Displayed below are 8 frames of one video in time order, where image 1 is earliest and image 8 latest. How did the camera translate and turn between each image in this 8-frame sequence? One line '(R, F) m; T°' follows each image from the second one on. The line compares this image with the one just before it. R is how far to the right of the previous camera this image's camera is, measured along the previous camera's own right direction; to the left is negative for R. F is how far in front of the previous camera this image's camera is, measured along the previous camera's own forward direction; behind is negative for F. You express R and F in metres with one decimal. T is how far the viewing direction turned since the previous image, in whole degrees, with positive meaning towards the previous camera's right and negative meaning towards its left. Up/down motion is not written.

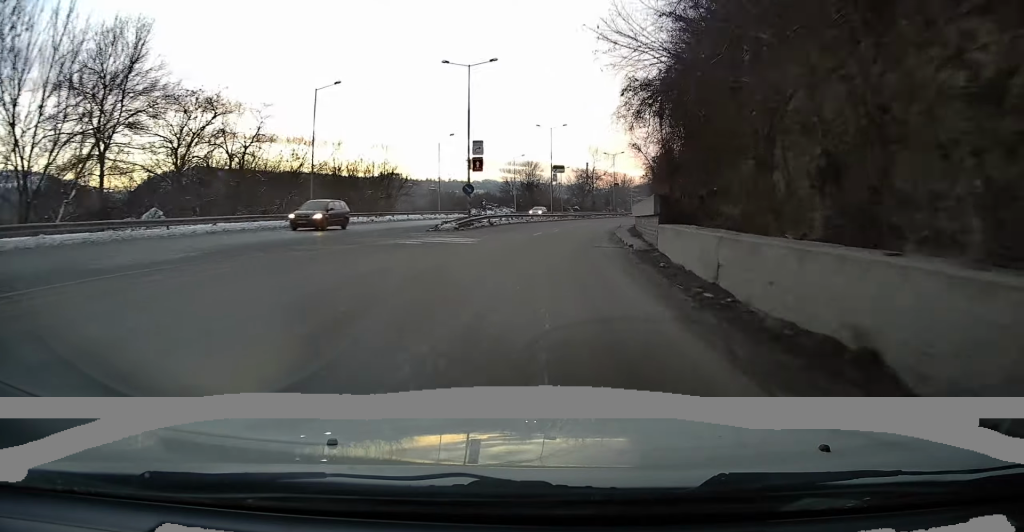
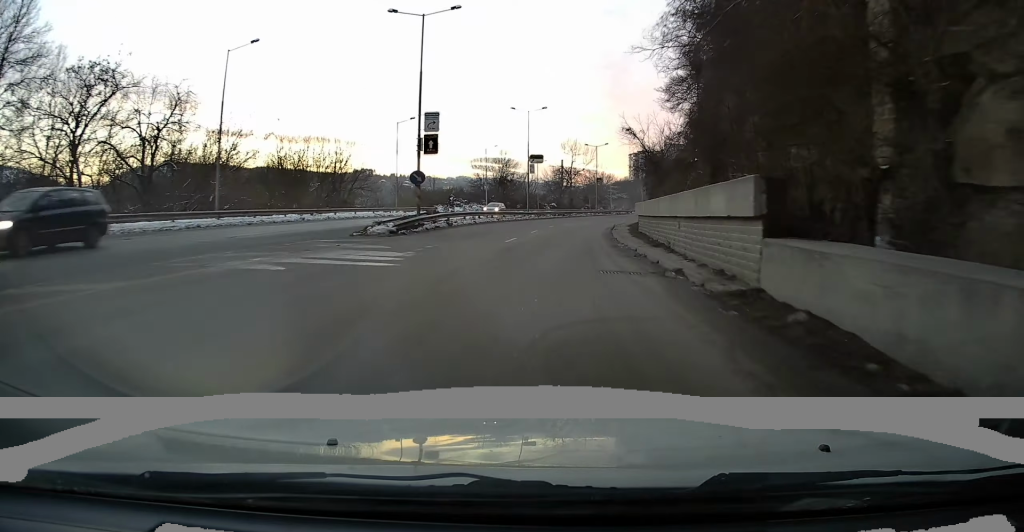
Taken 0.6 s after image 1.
(+0.2, +10.5) m; +2°
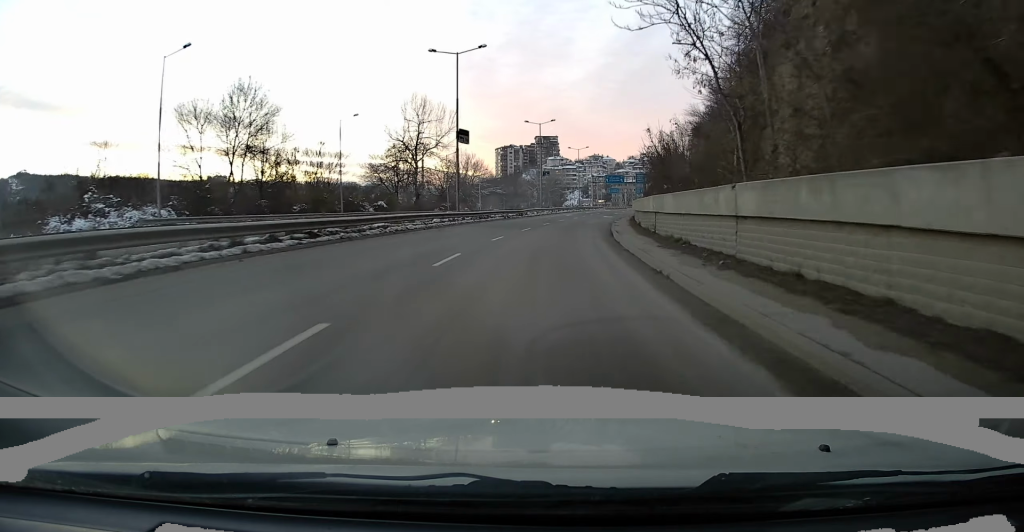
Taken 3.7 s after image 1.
(+6.9, +58.0) m; +13°
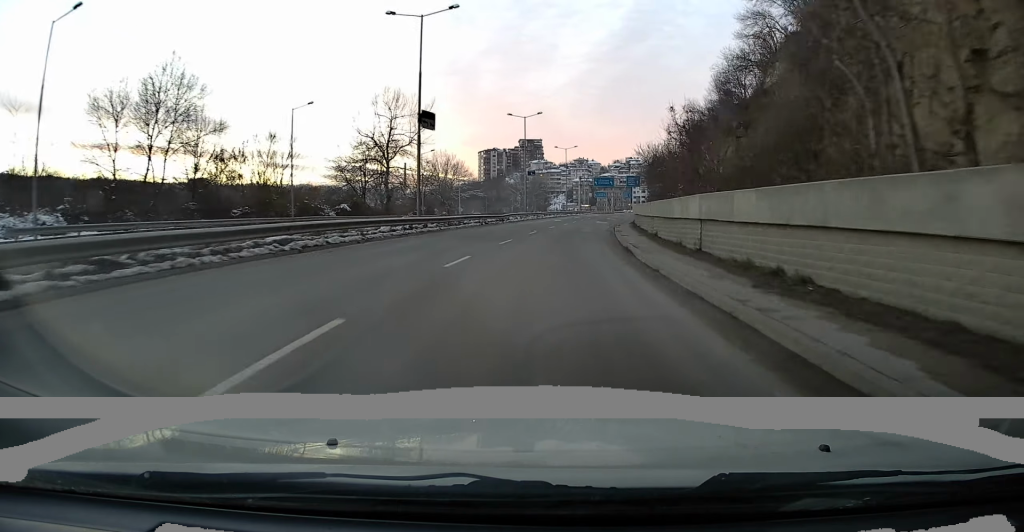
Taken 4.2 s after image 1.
(+0.2, +8.7) m; +2°
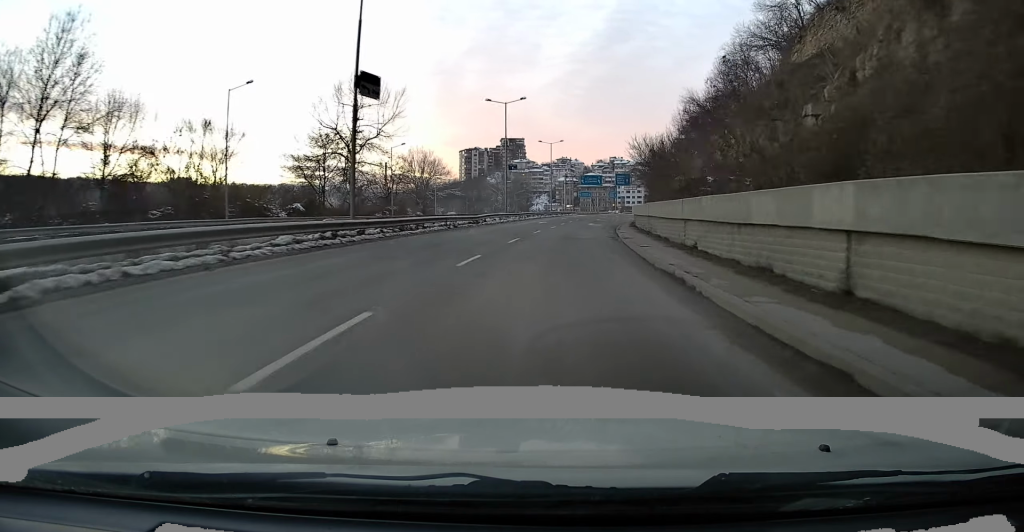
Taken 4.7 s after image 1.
(+0.2, +8.6) m; +2°
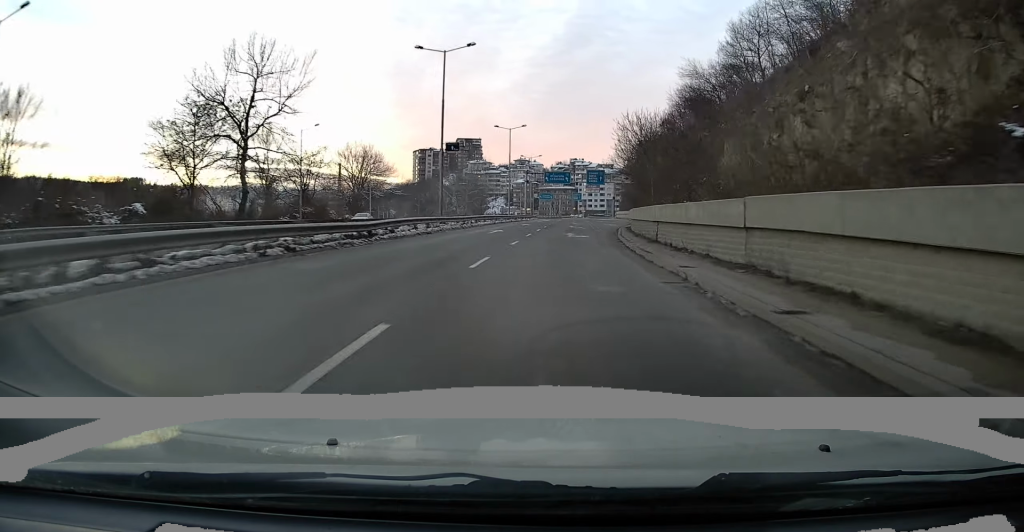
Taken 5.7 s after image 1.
(+0.5, +18.9) m; +4°
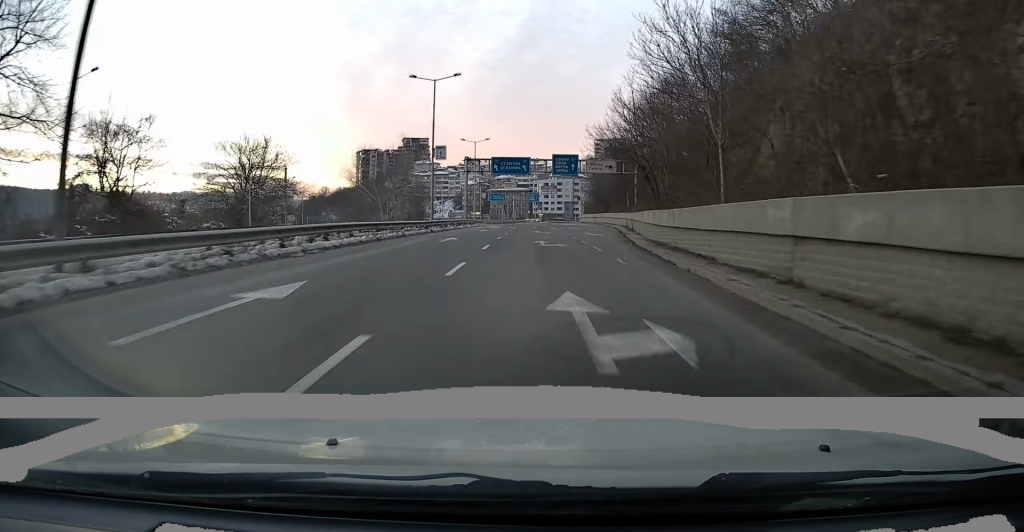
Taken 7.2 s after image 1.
(+1.4, +27.3) m; +4°
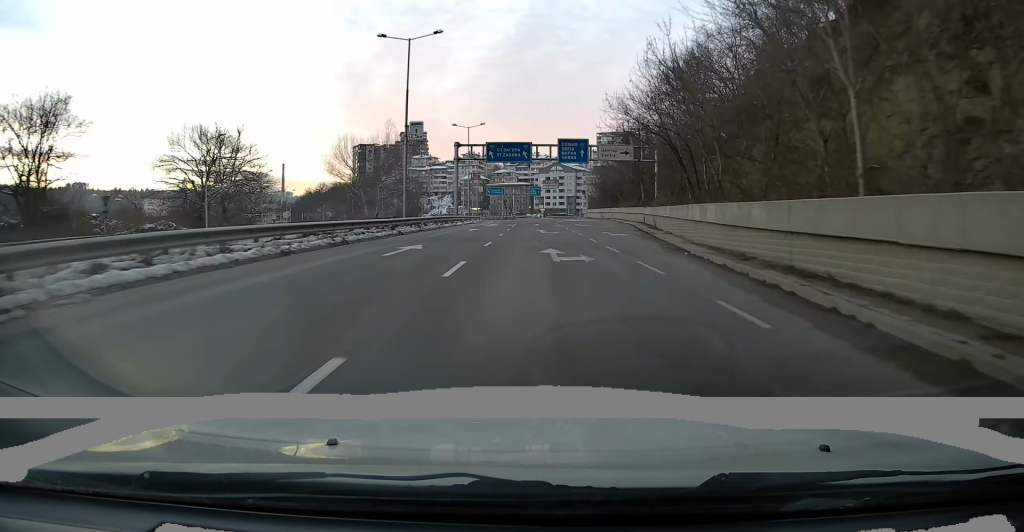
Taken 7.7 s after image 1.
(-0.1, +9.7) m; 0°
